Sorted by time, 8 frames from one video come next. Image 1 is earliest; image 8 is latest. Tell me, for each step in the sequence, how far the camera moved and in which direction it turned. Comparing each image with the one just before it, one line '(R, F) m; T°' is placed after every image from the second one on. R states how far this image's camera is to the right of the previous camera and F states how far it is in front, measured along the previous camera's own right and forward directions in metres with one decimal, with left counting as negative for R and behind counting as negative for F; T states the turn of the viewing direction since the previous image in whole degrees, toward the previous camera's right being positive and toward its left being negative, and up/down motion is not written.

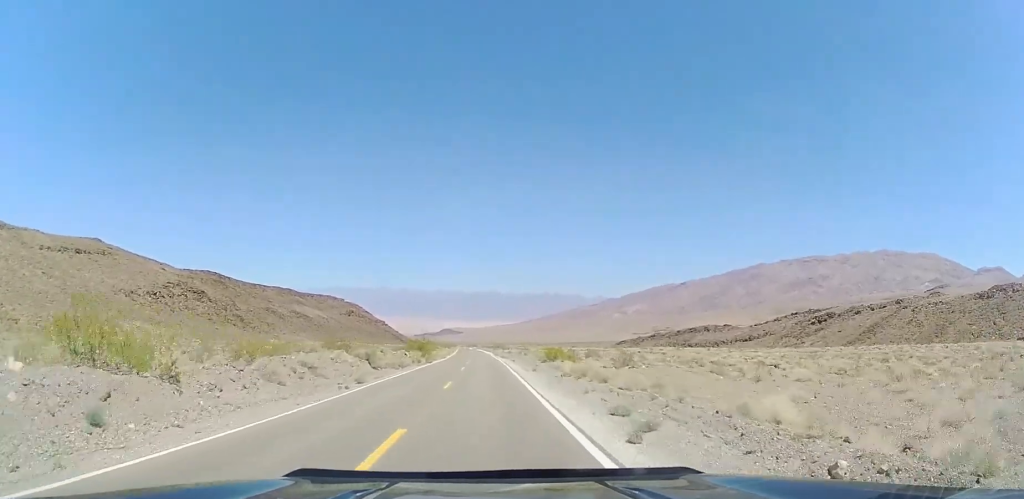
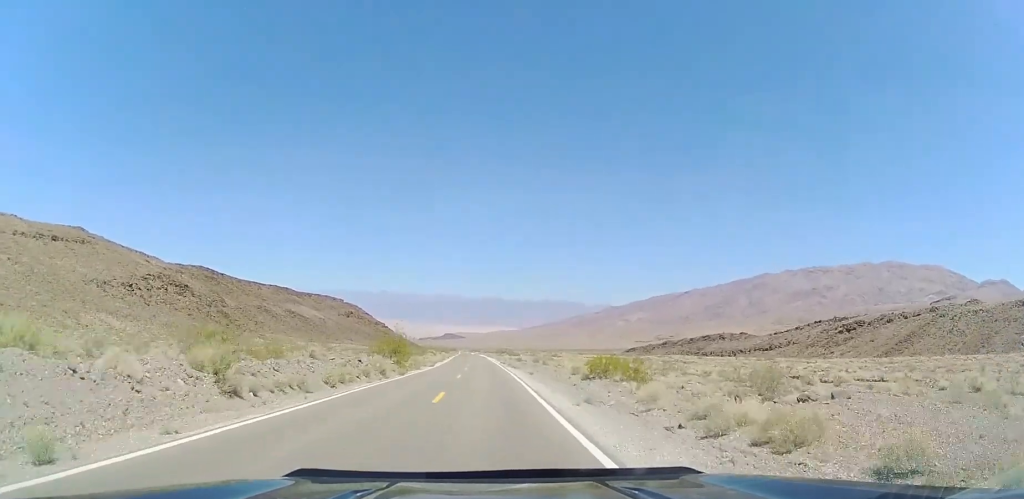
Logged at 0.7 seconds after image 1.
(+0.3, +19.9) m; 0°
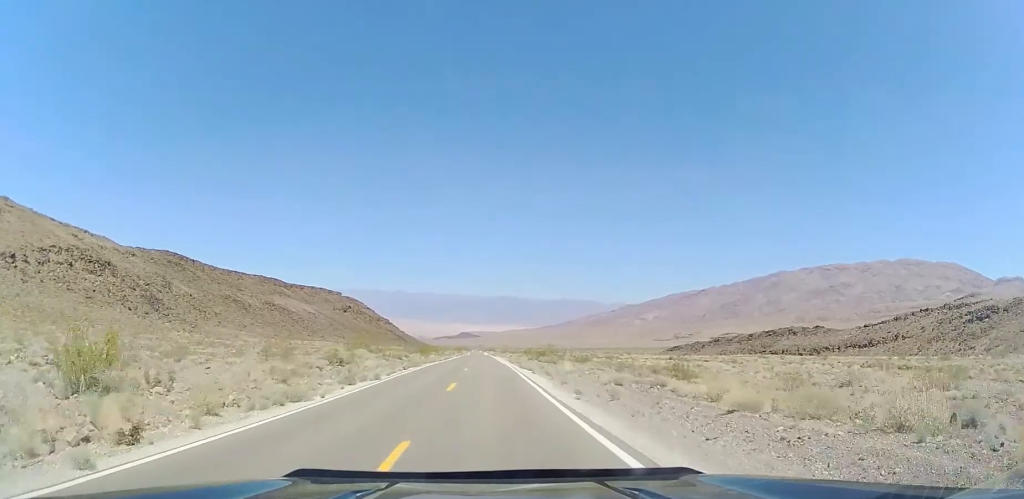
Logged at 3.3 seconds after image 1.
(-1.8, +69.7) m; -3°
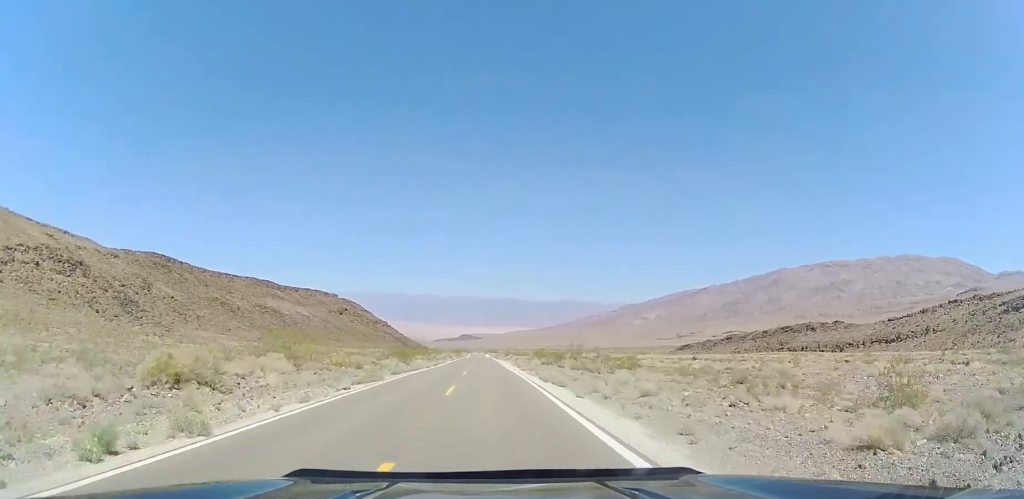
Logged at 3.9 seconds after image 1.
(-0.1, +17.1) m; 0°
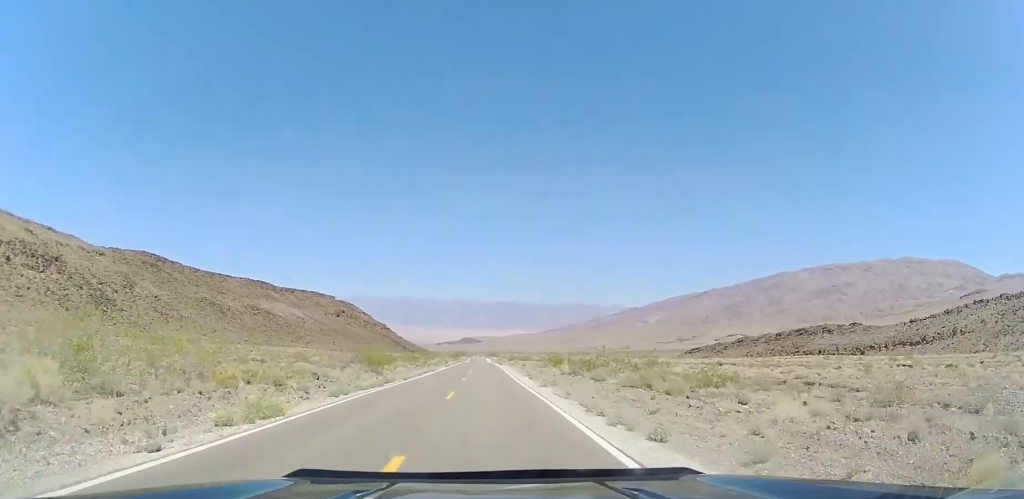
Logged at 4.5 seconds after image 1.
(0.0, +14.3) m; 0°
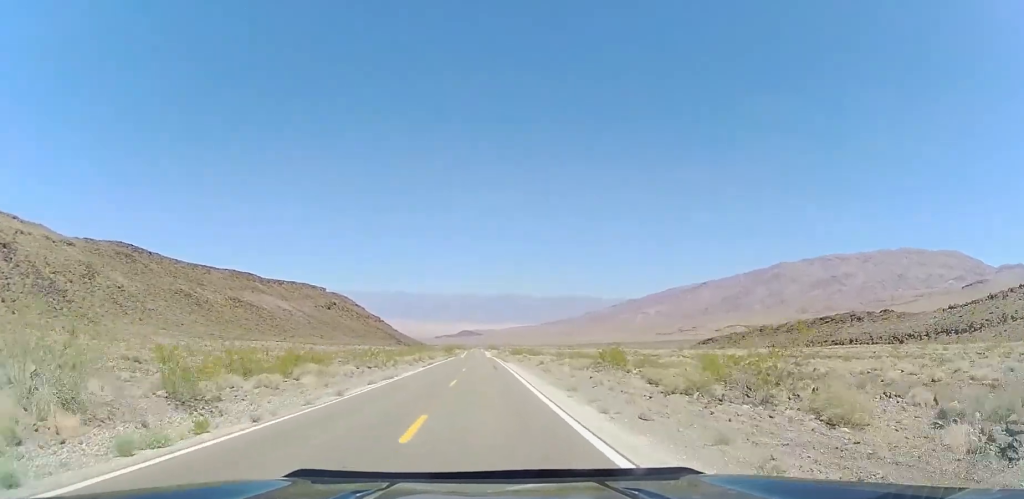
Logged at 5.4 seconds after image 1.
(+0.2, +25.7) m; +1°
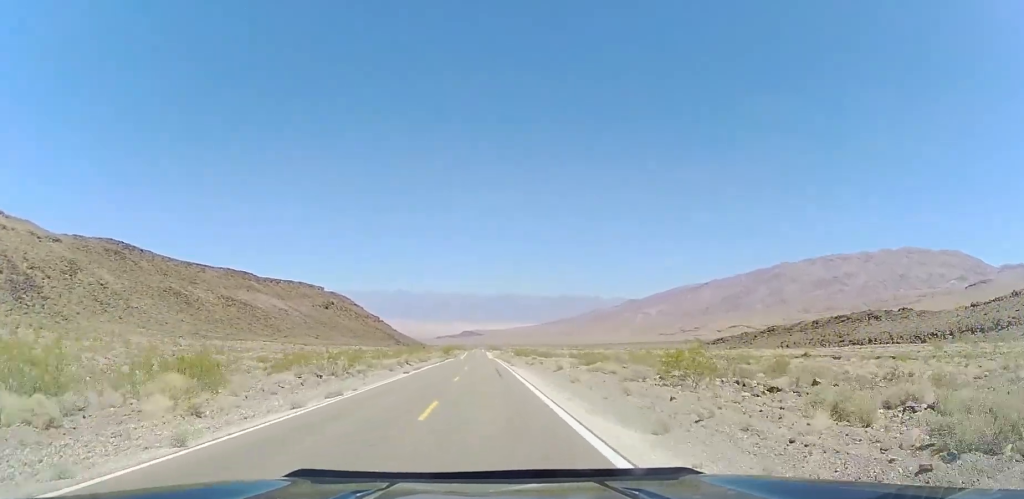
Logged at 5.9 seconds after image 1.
(0.0, +12.1) m; 0°
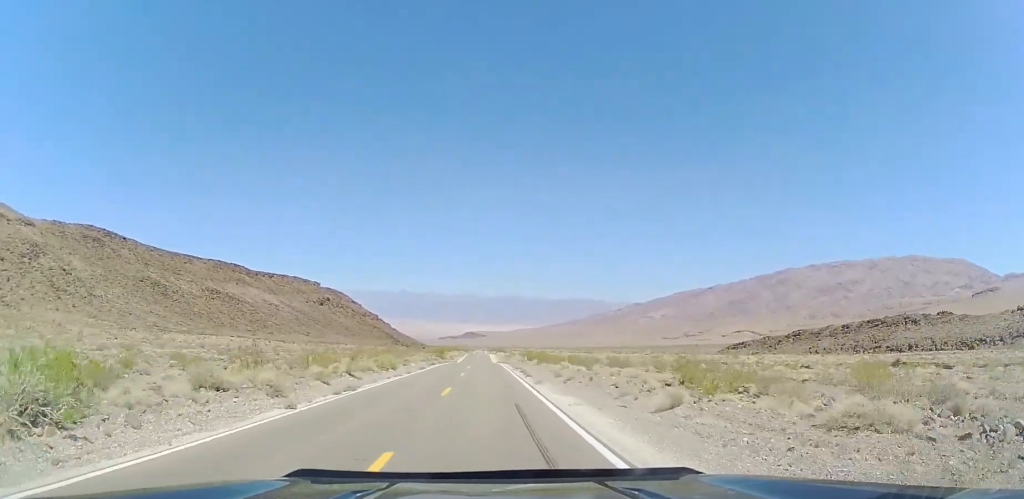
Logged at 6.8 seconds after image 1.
(0.0, +23.2) m; -1°
